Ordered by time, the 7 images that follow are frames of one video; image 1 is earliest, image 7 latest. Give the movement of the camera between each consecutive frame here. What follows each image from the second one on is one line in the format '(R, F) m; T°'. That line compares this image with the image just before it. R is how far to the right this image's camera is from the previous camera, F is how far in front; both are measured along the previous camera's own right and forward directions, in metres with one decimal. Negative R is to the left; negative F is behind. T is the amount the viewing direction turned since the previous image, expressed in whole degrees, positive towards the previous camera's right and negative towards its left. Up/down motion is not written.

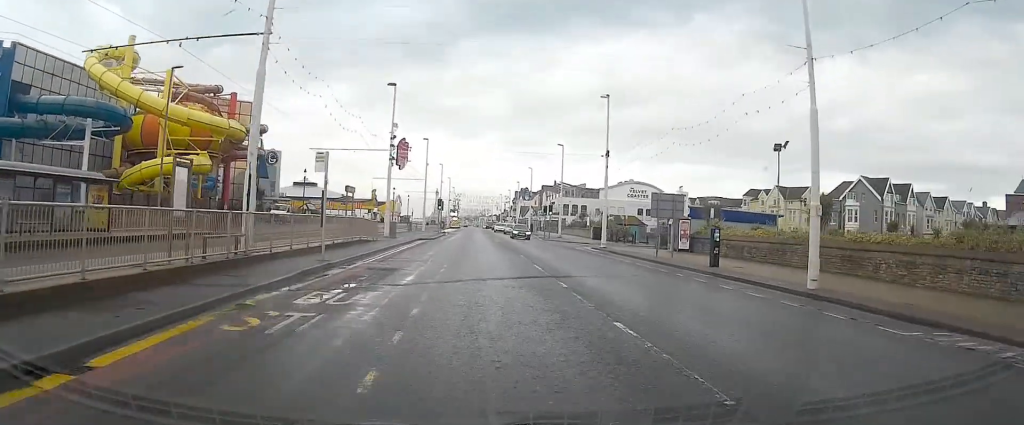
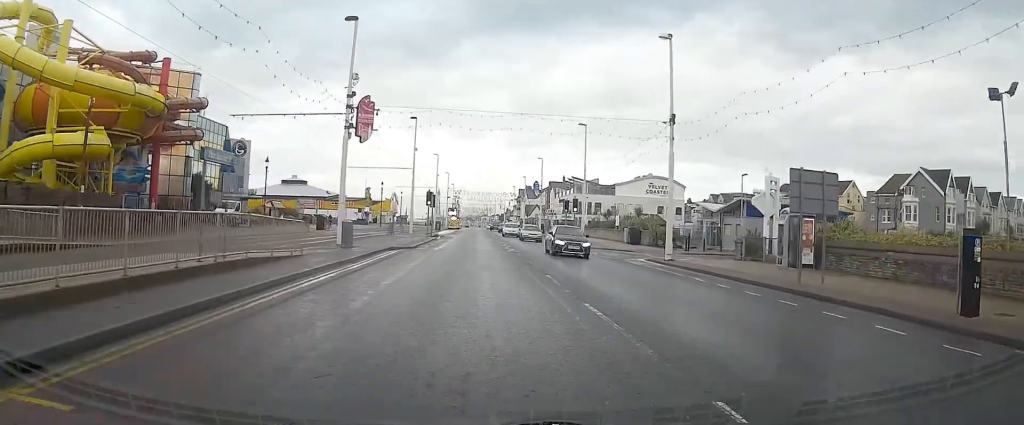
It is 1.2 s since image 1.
(0.0, +16.1) m; 0°
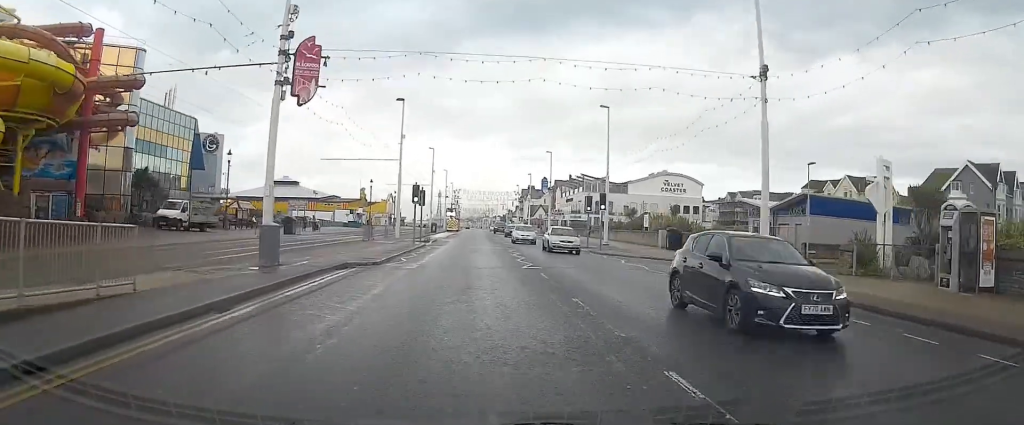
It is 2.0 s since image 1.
(0.0, +11.0) m; 0°
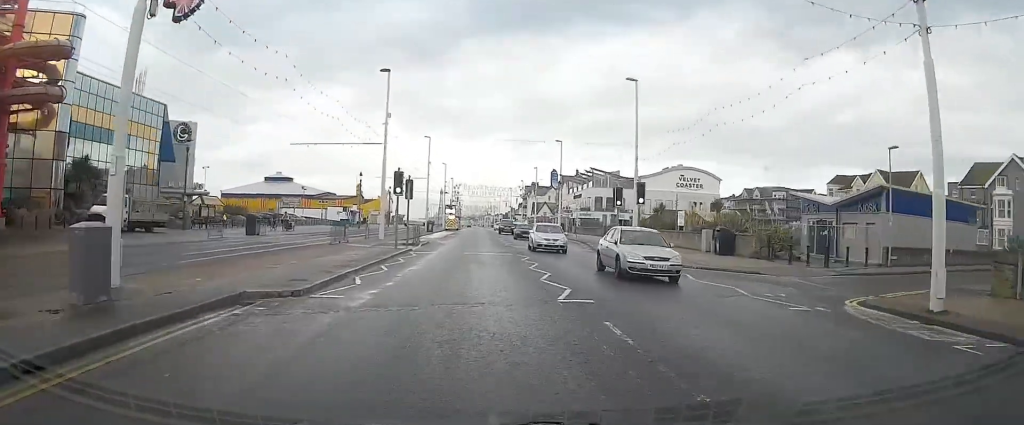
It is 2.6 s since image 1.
(-0.1, +9.2) m; 0°
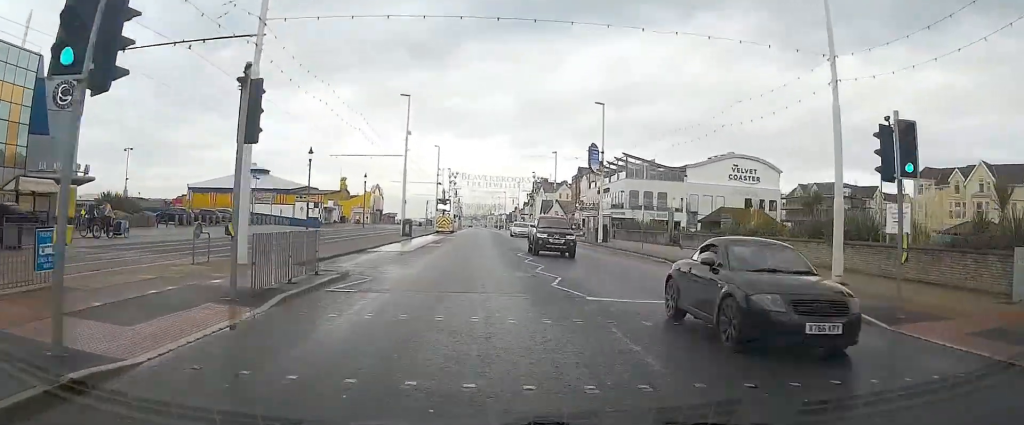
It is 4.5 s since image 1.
(+0.1, +25.6) m; 0°
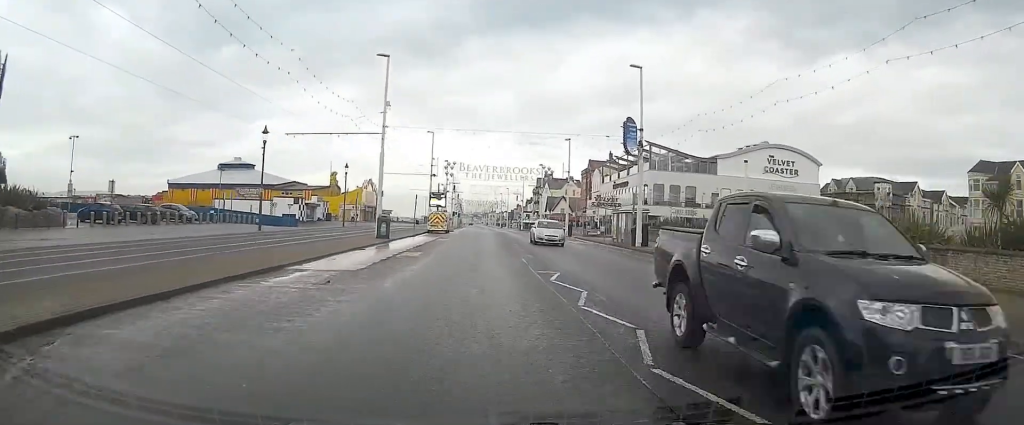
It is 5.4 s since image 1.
(0.0, +12.5) m; 0°
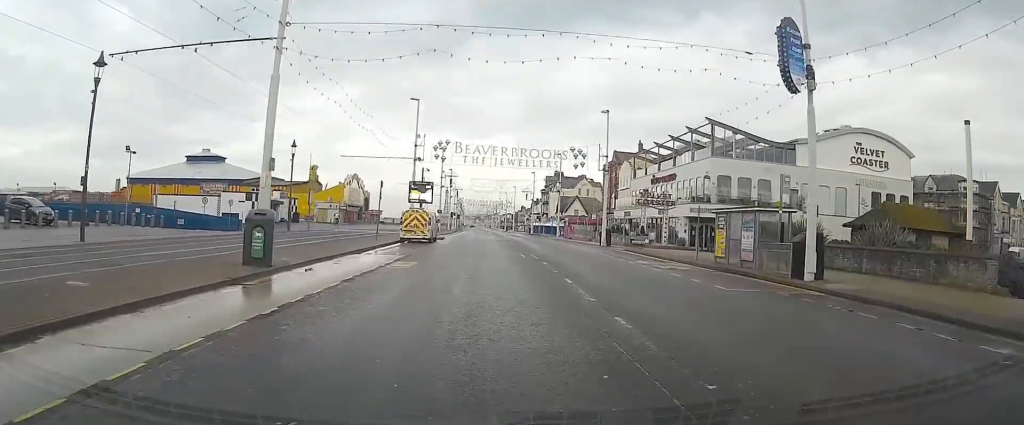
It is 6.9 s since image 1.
(0.0, +21.3) m; 0°
